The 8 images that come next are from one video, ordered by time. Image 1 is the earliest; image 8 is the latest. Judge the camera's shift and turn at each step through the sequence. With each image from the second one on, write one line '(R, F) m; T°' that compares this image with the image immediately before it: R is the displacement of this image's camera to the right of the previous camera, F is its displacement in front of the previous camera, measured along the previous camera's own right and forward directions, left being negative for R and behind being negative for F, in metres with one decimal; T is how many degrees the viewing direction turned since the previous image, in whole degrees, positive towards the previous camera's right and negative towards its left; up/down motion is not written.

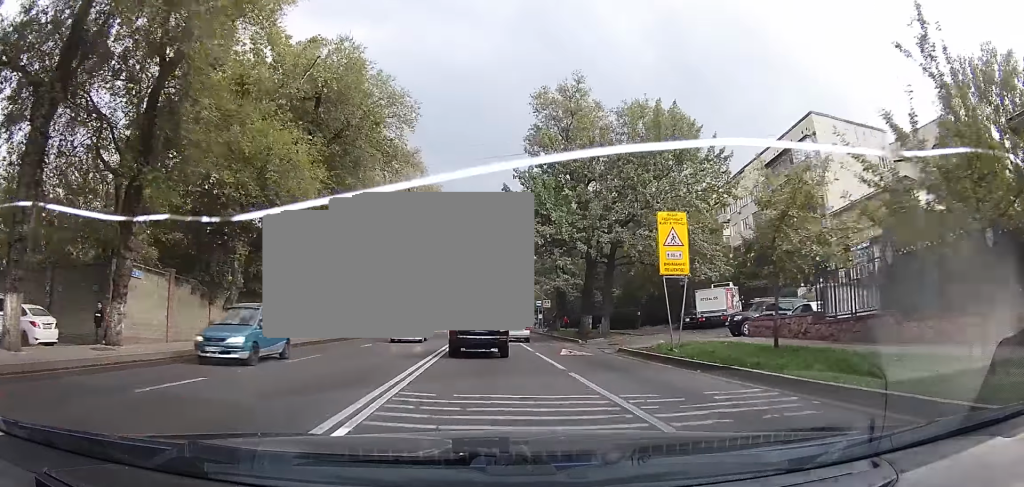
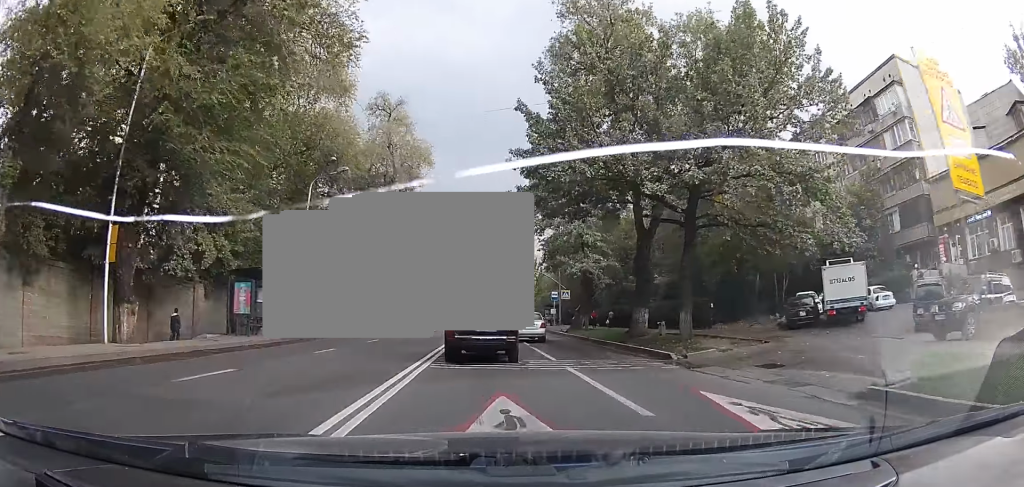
(-0.1, +13.5) m; -1°
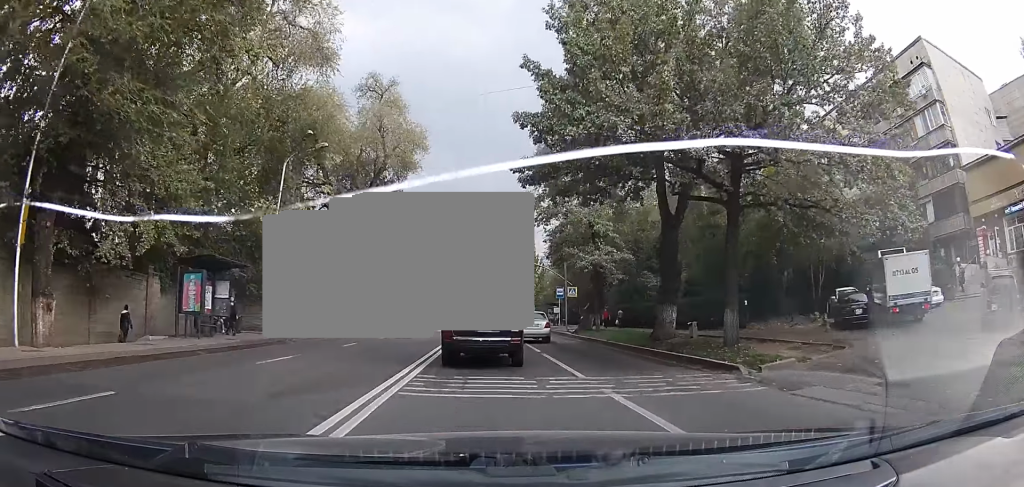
(0.0, +3.9) m; 0°
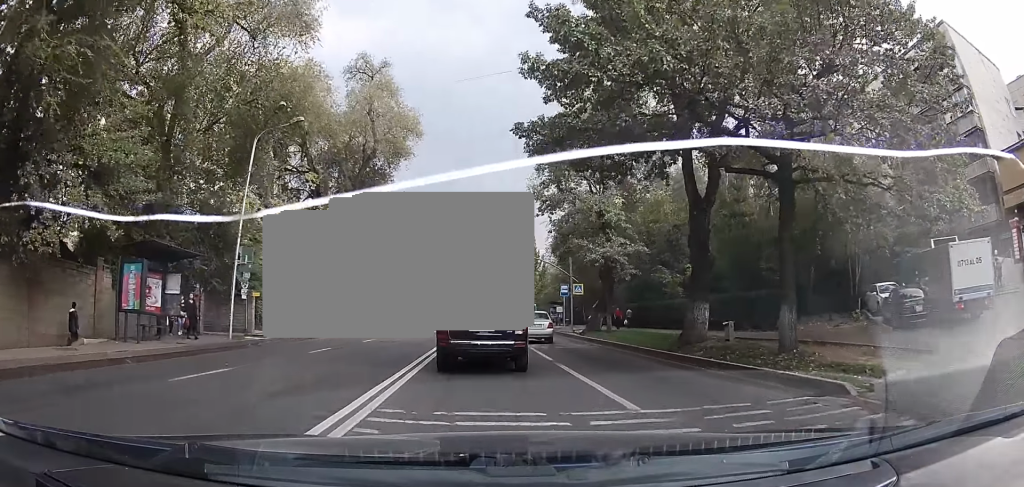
(-0.1, +4.1) m; 0°
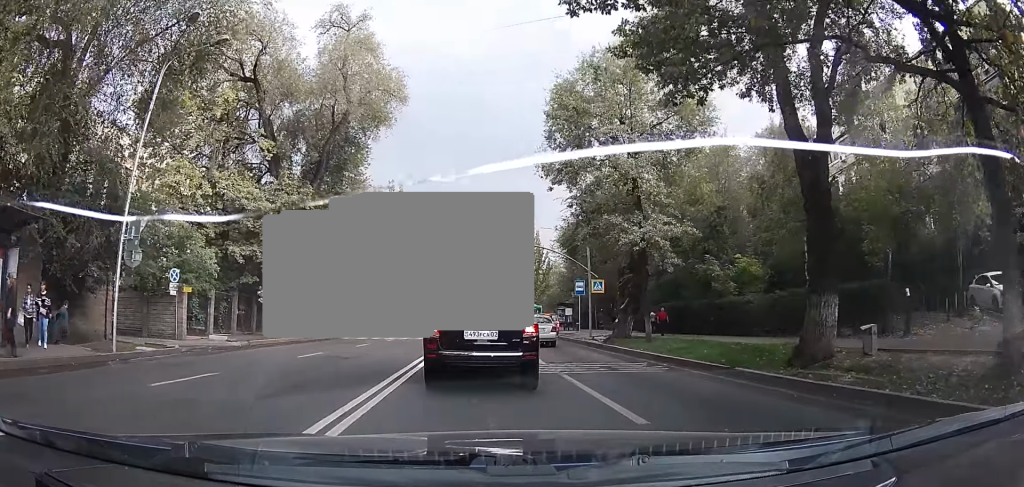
(+0.3, +8.9) m; +3°
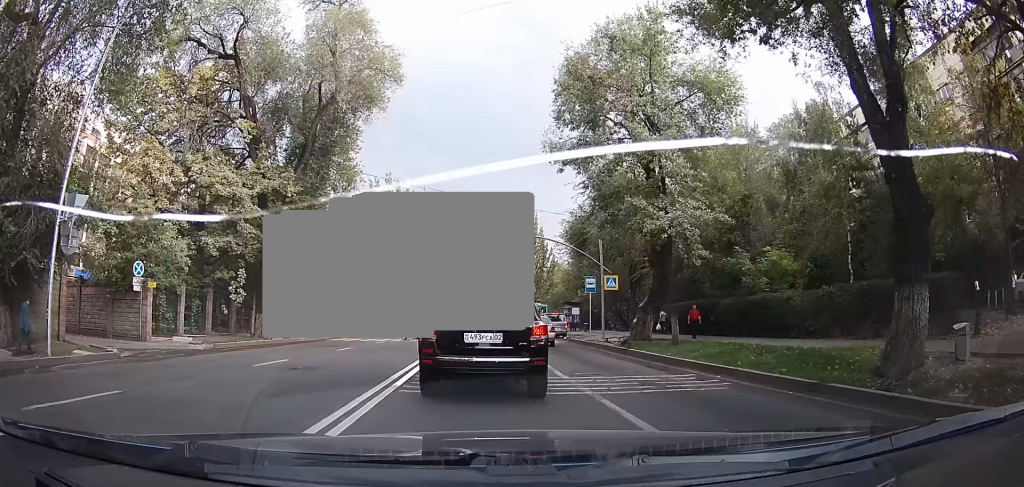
(0.0, +3.9) m; +1°
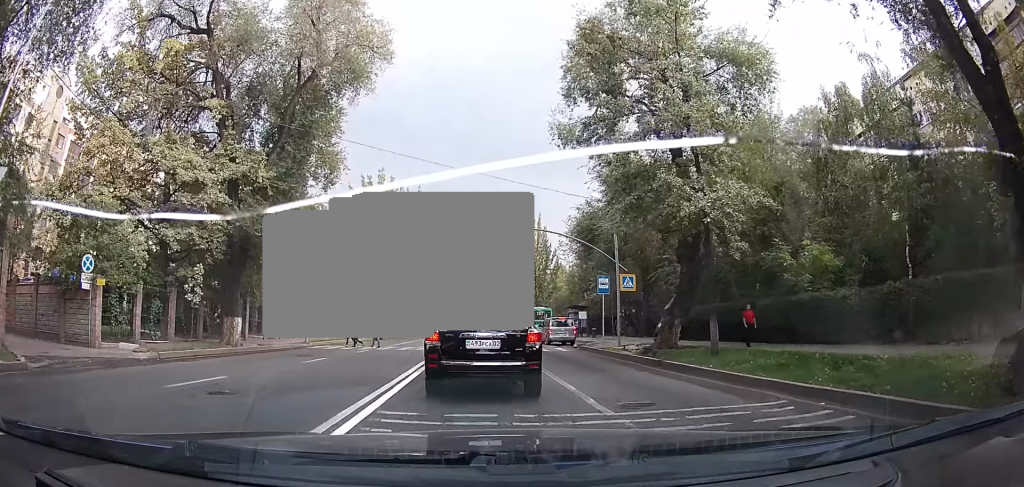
(+0.1, +5.3) m; +1°
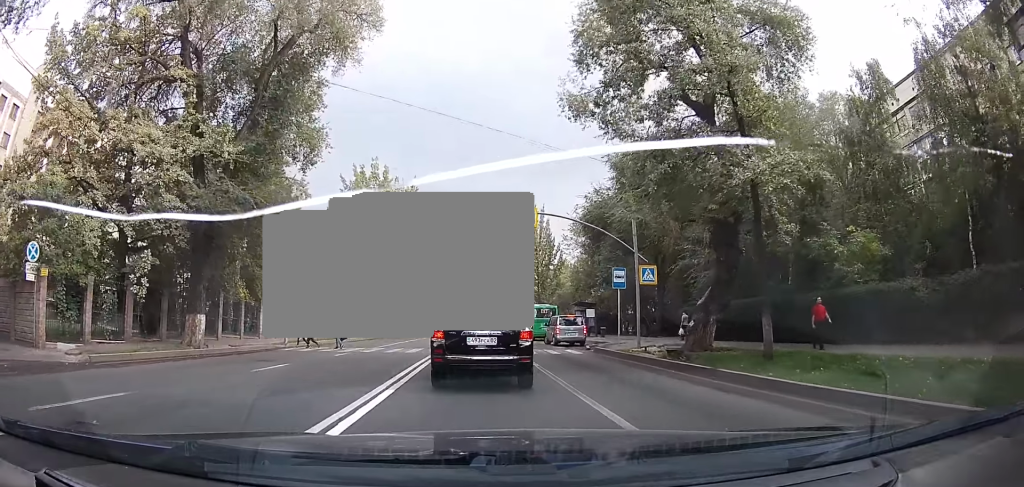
(-0.1, +3.8) m; -1°
